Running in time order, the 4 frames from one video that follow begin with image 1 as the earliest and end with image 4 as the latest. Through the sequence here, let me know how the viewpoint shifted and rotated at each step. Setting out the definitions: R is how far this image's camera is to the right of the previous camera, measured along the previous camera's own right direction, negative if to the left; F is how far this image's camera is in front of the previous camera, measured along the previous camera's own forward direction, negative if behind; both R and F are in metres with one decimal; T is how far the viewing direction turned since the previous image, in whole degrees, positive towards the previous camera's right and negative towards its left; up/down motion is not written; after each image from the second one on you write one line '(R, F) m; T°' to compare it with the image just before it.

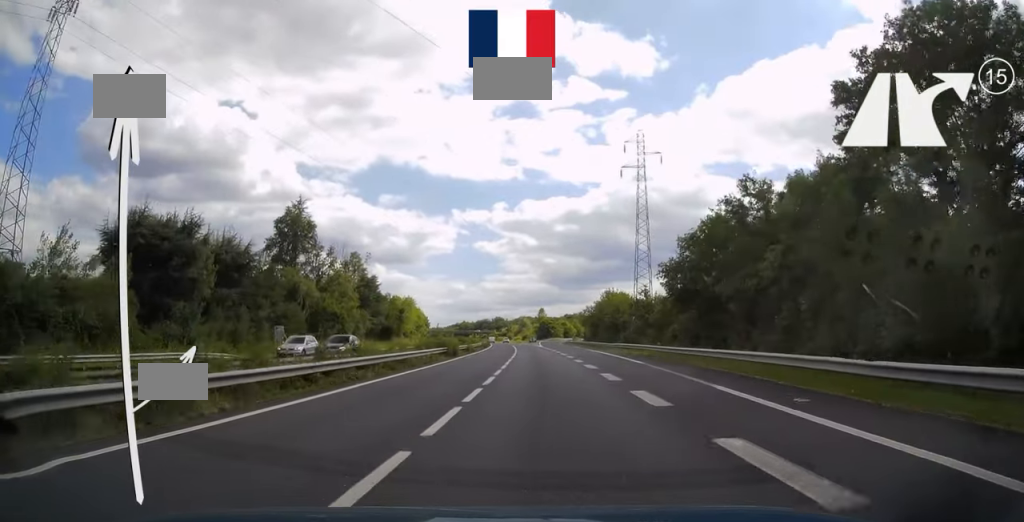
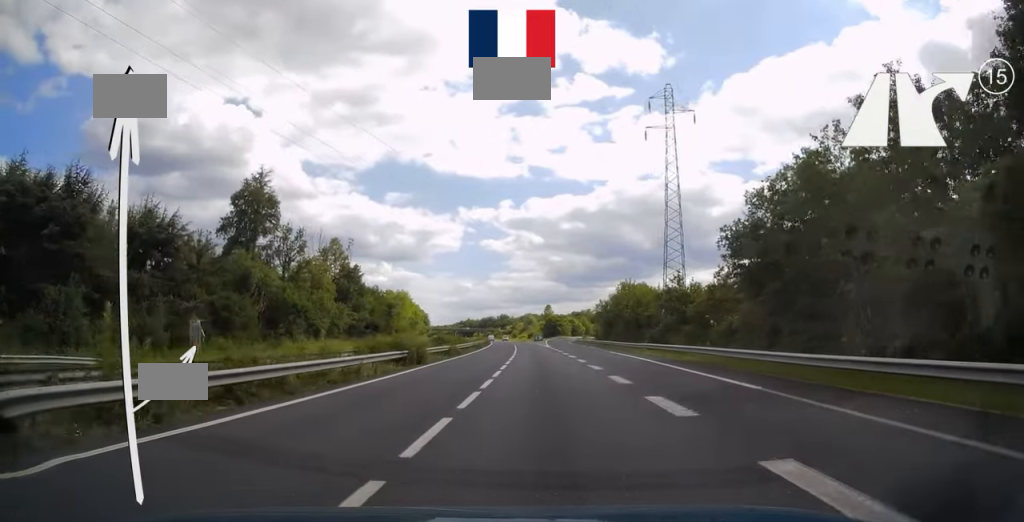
(0.0, +14.7) m; 0°
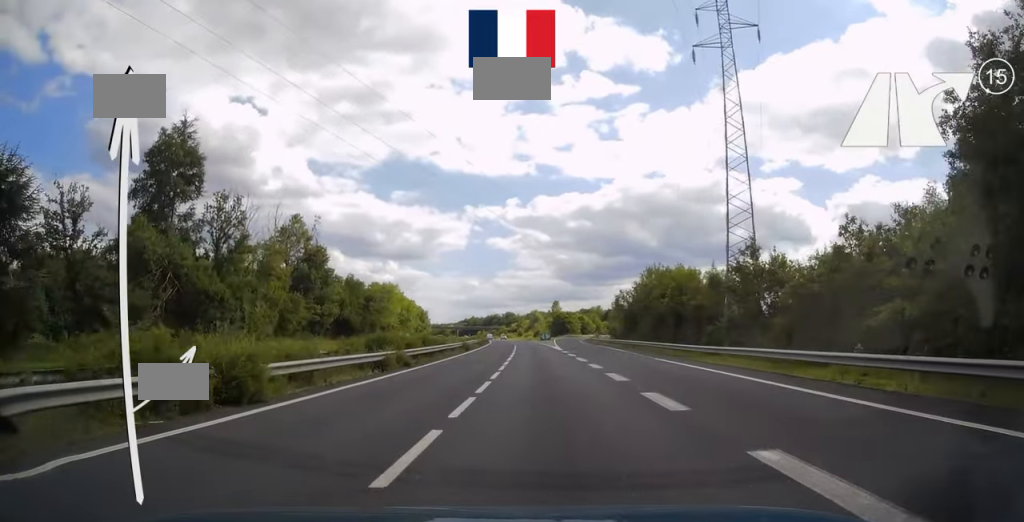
(-0.1, +19.1) m; -1°
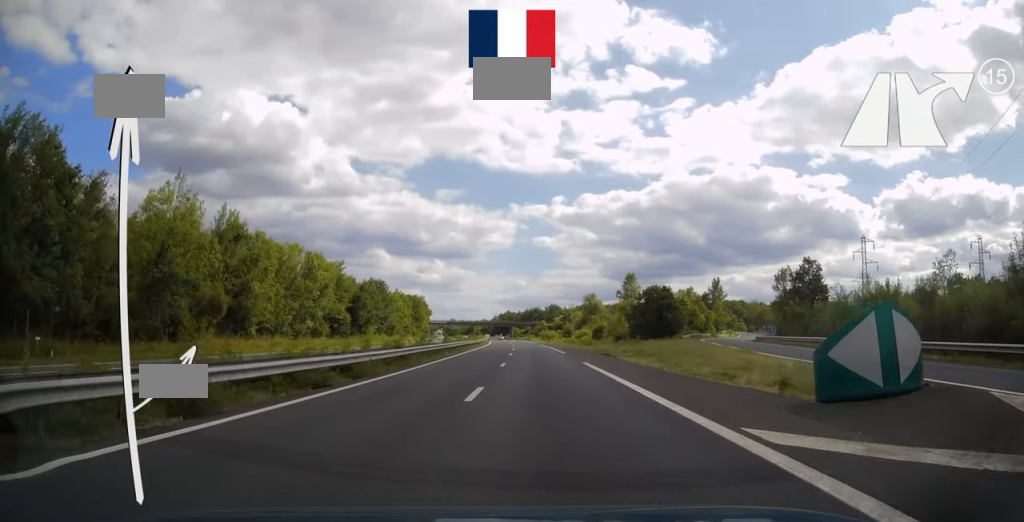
(-4.2, +108.2) m; -5°
